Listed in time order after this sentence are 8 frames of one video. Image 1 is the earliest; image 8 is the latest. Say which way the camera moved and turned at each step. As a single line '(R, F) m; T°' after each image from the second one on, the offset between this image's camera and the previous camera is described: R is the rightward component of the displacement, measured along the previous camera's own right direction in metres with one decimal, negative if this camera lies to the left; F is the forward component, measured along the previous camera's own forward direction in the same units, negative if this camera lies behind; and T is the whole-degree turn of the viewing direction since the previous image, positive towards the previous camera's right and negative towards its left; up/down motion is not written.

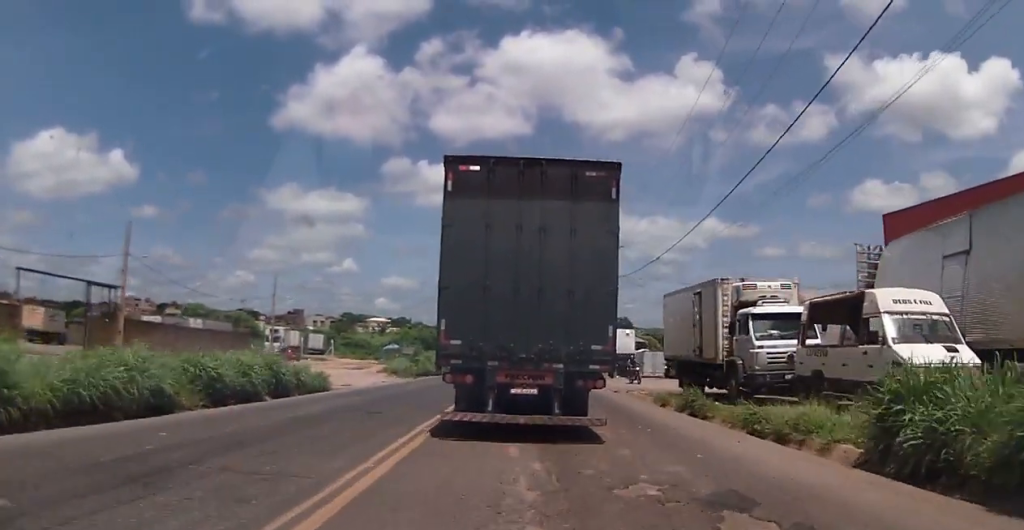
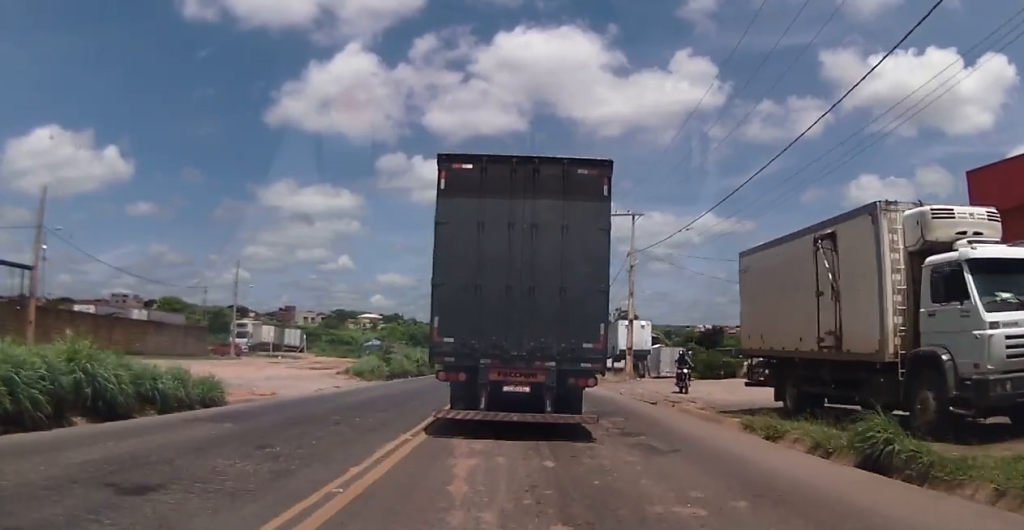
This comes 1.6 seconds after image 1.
(-0.1, +9.9) m; +1°
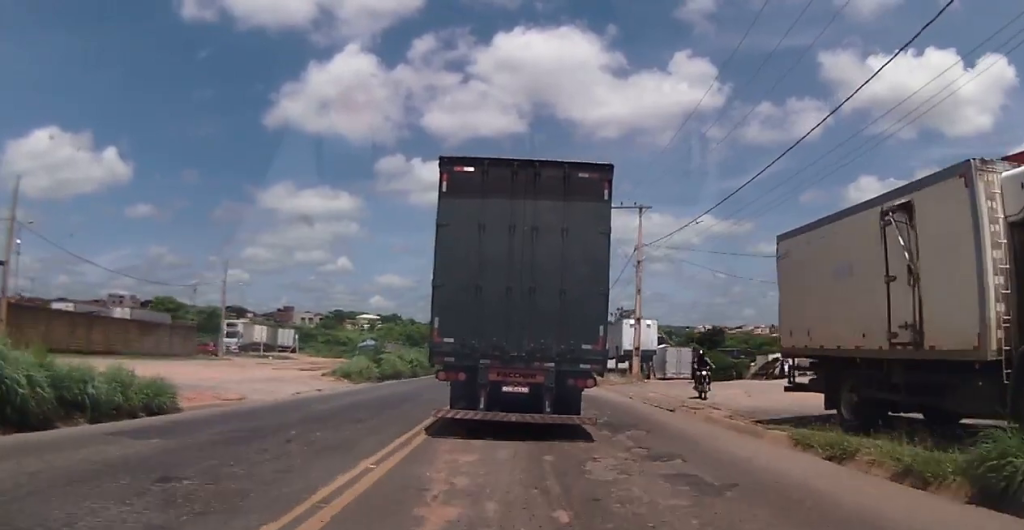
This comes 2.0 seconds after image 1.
(+0.2, +2.7) m; 0°
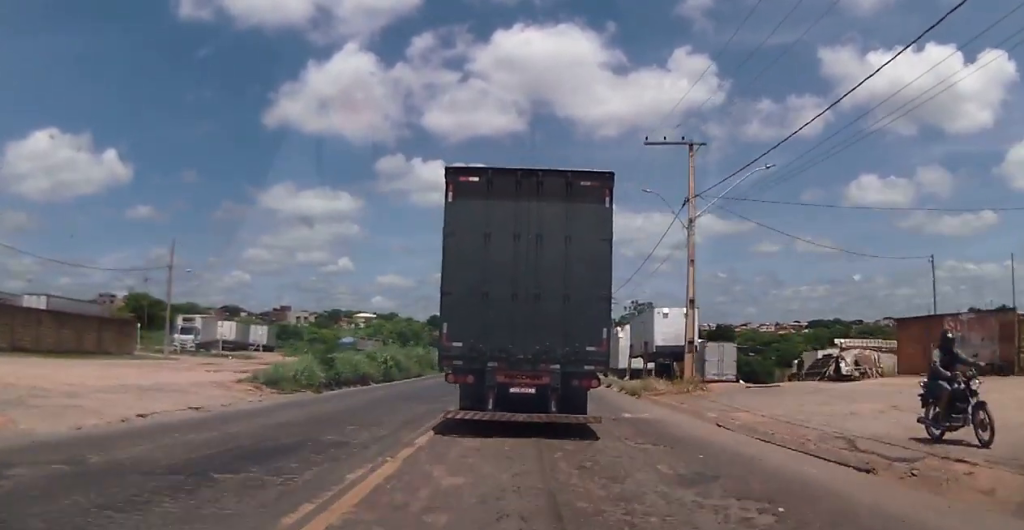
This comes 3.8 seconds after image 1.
(-0.1, +11.1) m; 0°
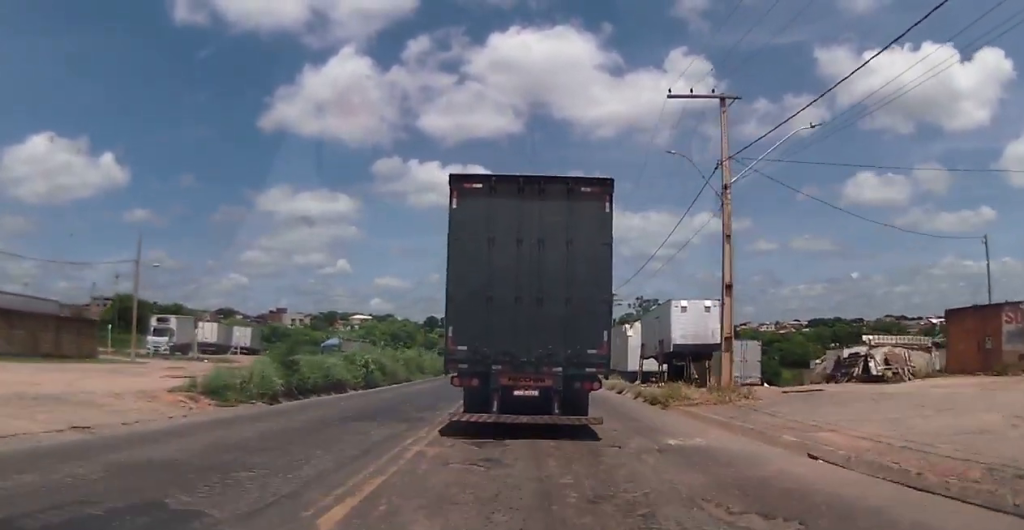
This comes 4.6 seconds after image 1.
(+0.5, +4.9) m; 0°
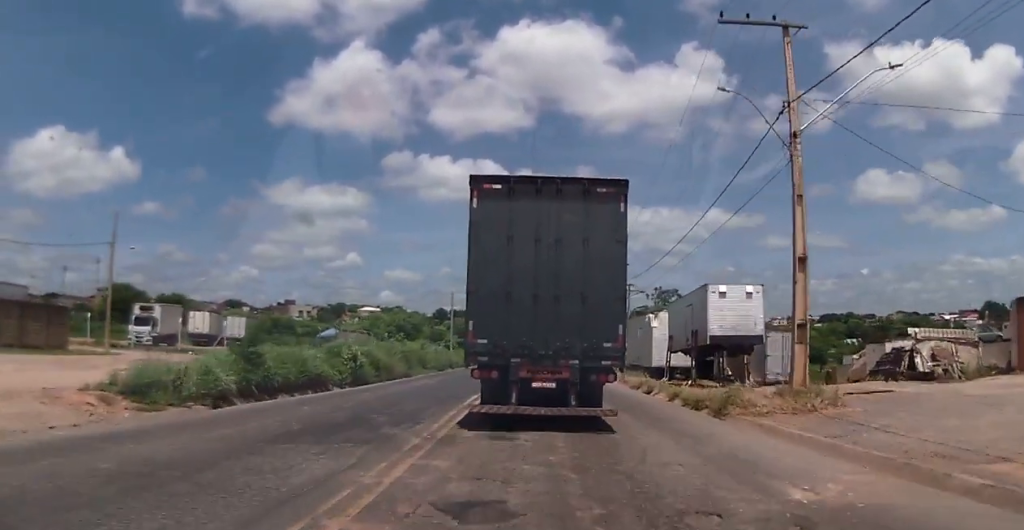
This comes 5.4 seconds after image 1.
(-0.5, +4.9) m; -4°
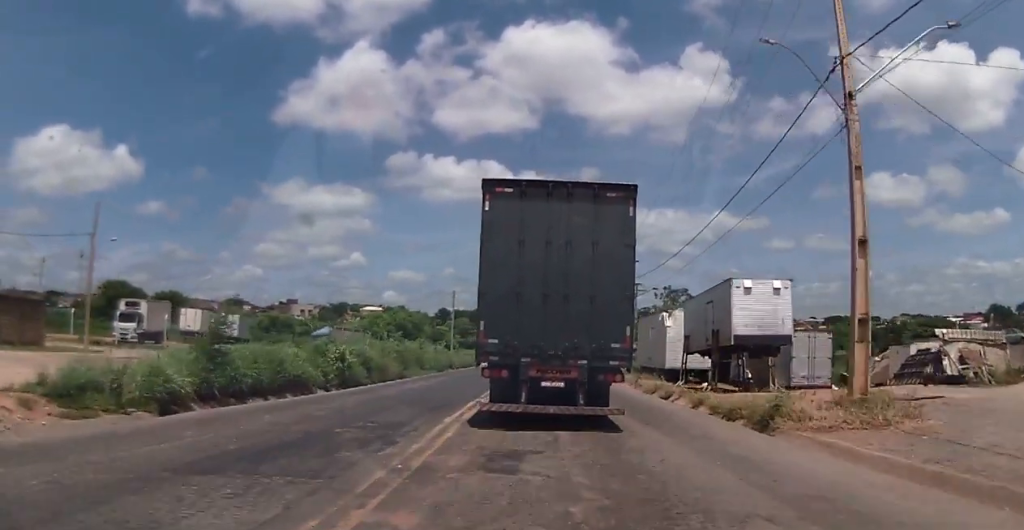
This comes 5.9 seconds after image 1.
(-0.1, +2.8) m; 0°
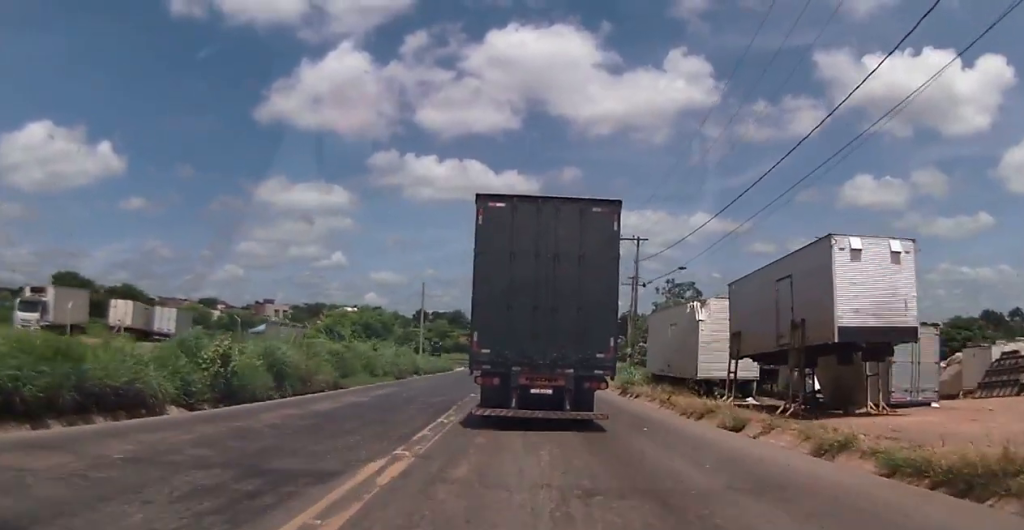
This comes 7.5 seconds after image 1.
(+0.7, +10.2) m; +3°
